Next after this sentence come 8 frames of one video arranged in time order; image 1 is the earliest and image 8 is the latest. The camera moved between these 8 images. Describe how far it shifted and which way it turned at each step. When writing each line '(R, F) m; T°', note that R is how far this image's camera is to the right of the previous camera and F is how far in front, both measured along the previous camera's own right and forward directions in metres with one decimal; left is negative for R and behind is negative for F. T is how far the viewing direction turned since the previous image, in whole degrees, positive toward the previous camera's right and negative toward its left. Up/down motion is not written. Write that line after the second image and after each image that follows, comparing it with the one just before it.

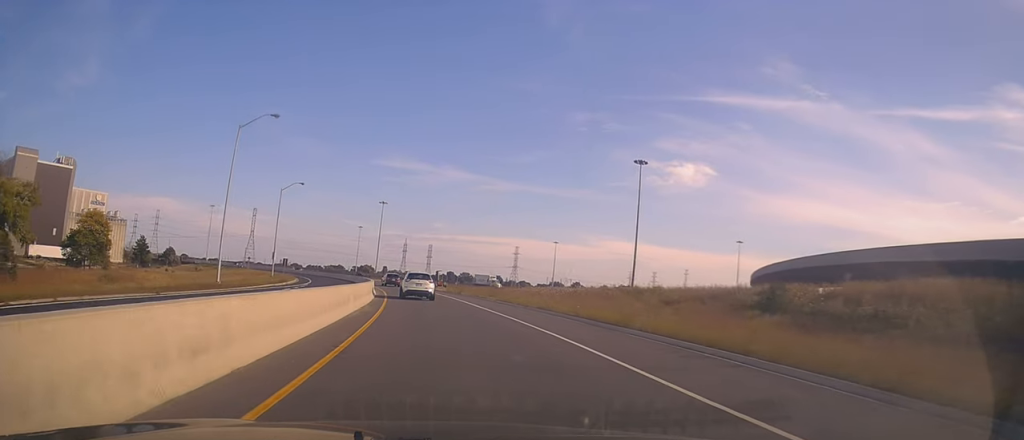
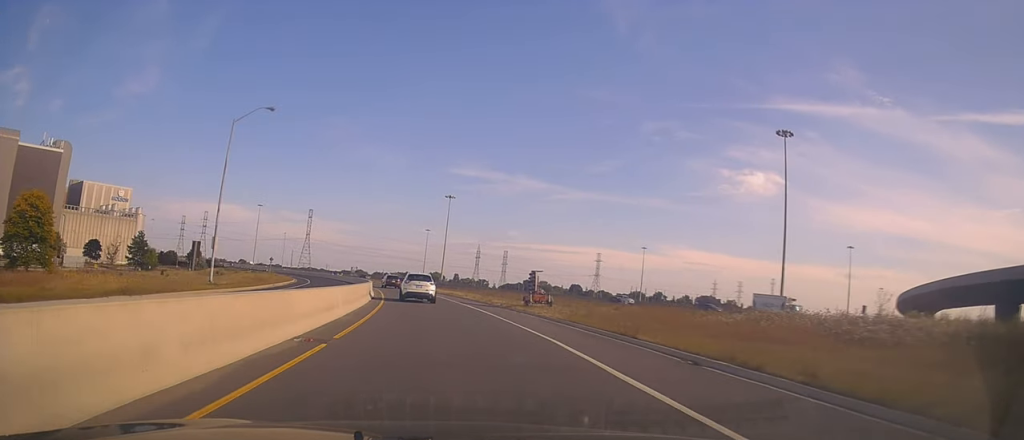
(-2.3, +39.3) m; -6°
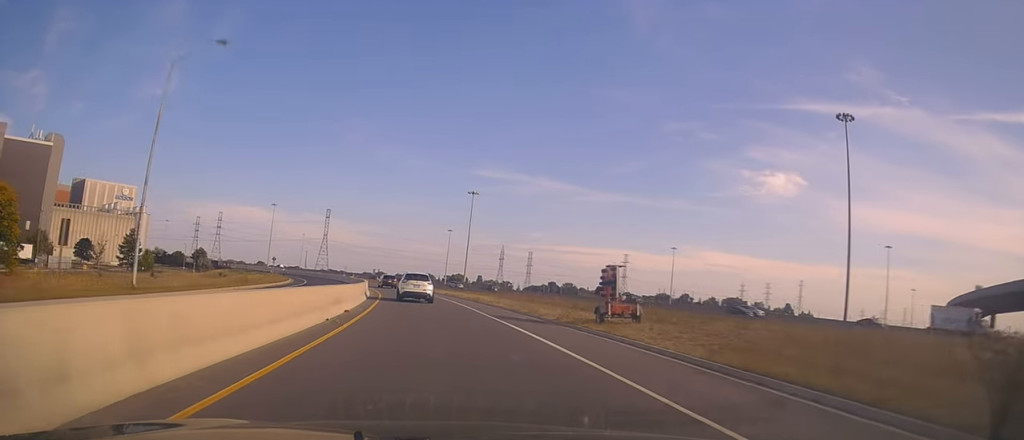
(0.0, +13.8) m; -2°
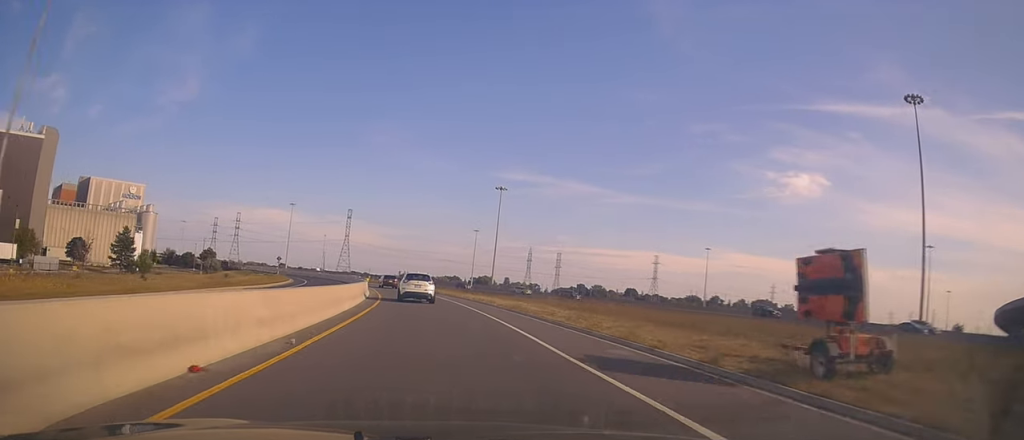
(-0.3, +13.0) m; -4°
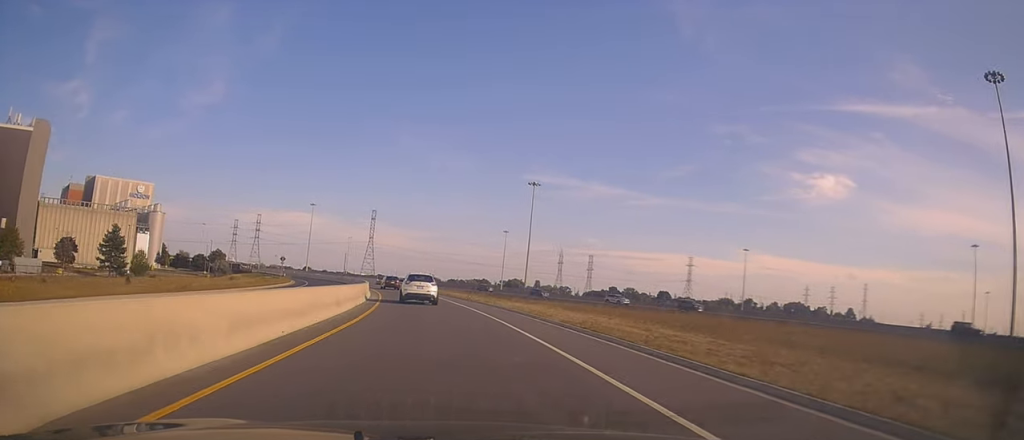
(-0.6, +13.8) m; -3°
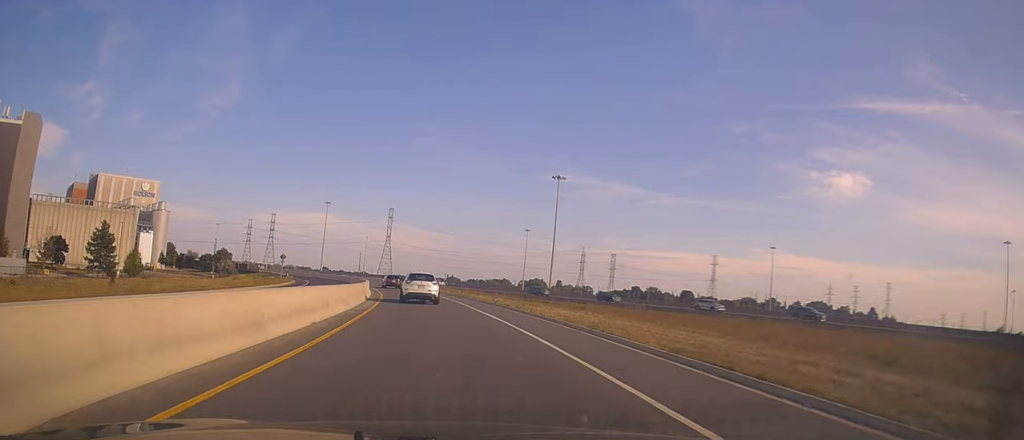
(-0.4, +9.7) m; -2°
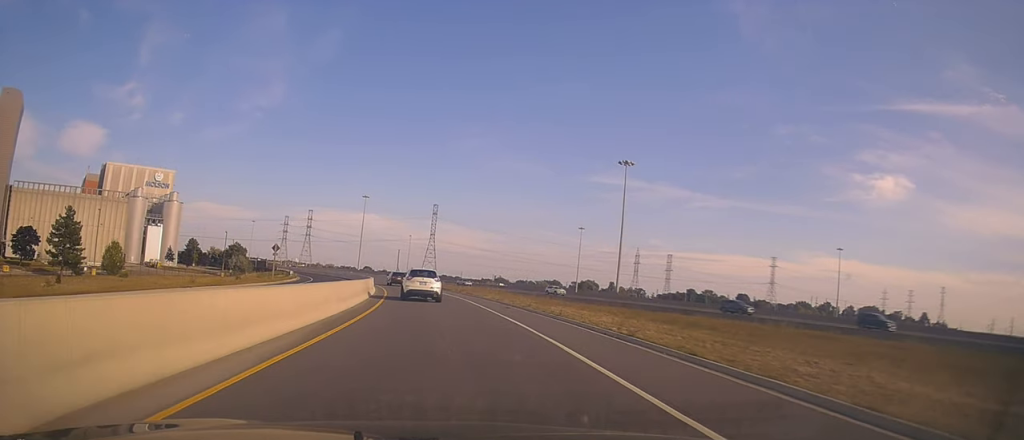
(-0.1, +22.5) m; -4°
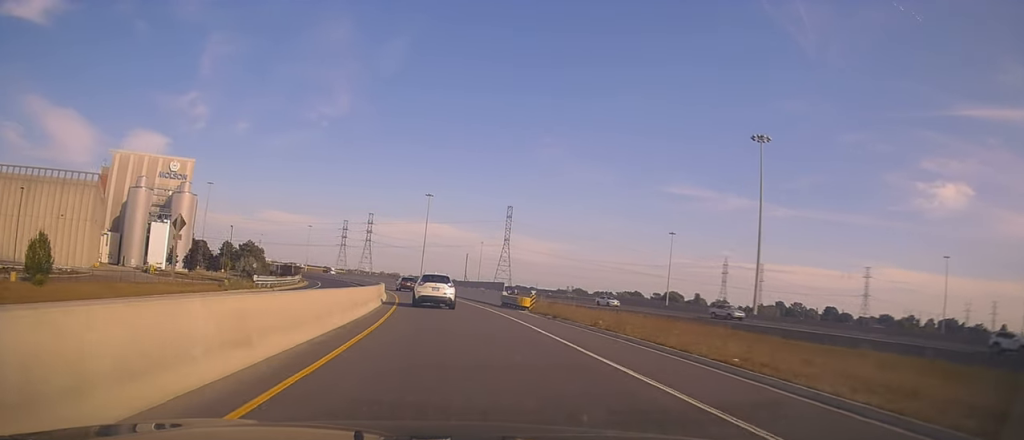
(-2.7, +35.3) m; -8°
